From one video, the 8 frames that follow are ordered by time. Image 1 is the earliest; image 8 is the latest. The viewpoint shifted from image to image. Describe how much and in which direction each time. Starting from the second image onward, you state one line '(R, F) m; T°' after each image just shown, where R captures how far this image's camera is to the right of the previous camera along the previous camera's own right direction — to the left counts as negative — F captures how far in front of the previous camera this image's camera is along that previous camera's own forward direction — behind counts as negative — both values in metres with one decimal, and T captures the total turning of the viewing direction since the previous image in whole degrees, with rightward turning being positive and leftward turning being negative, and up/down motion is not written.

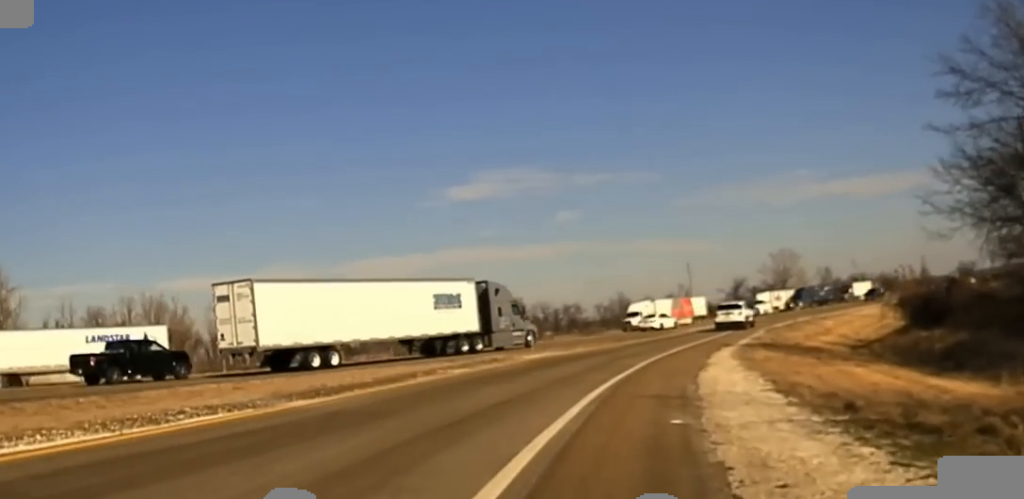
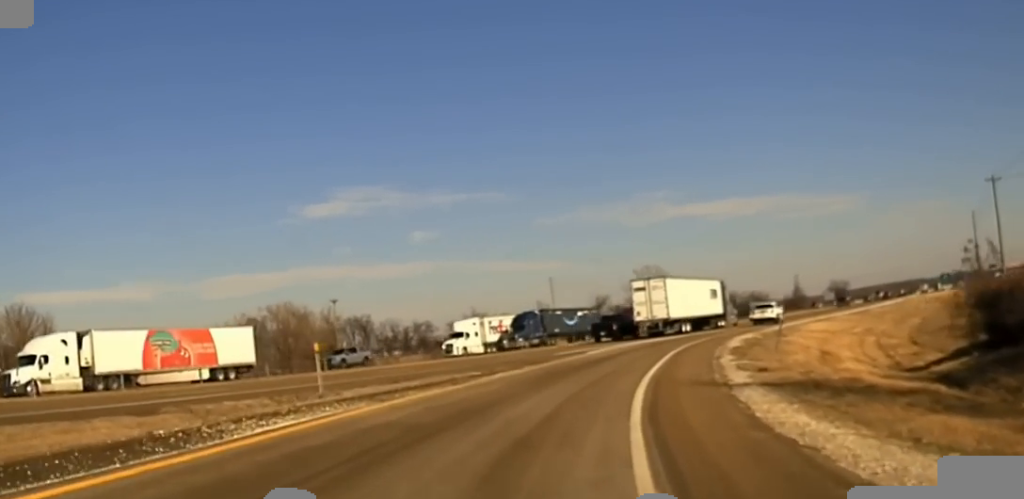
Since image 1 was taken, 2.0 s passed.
(+2.4, +27.3) m; +11°
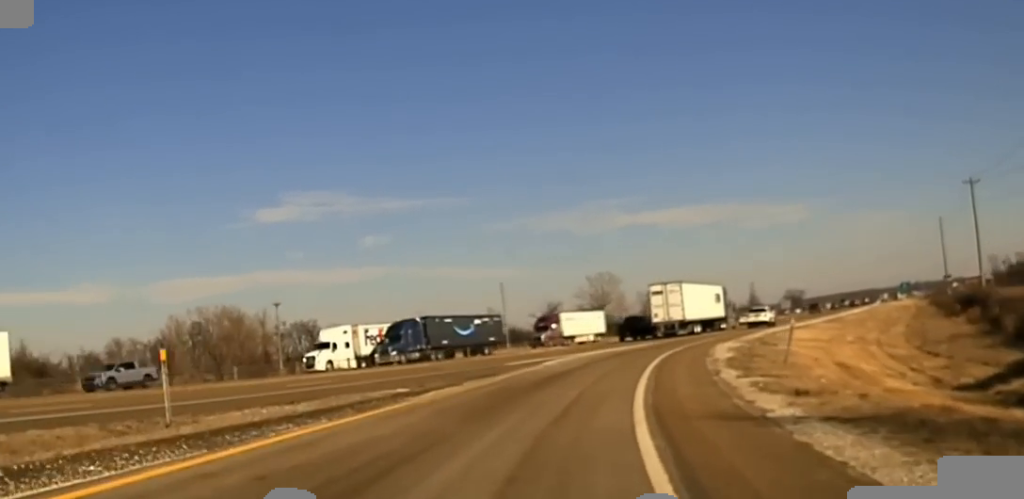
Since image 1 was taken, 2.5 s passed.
(+0.4, +9.5) m; +3°
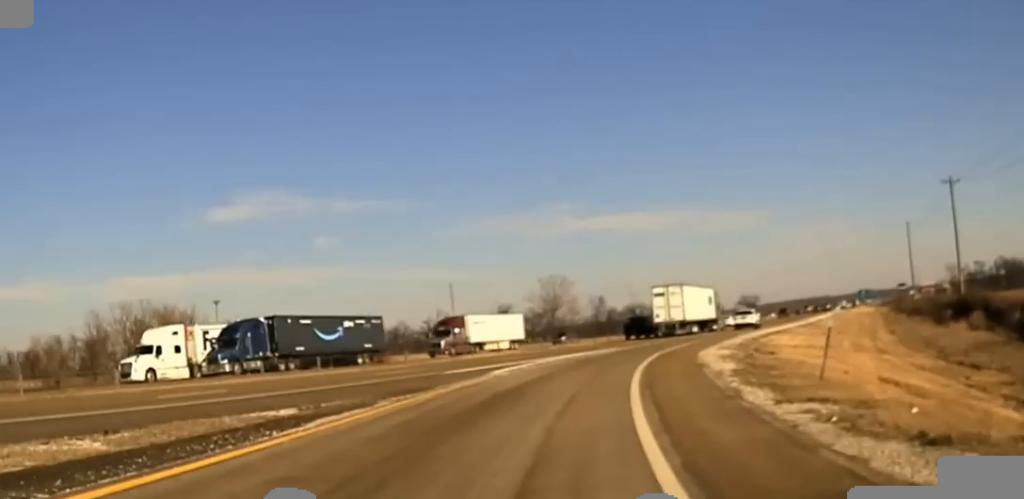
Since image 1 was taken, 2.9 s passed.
(+0.1, +9.5) m; +3°
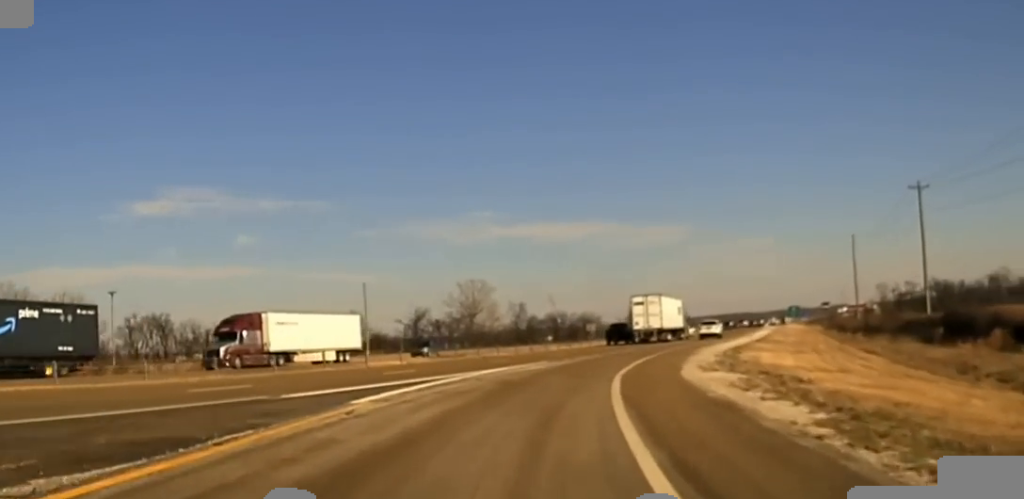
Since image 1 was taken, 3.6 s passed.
(+0.8, +18.3) m; +4°
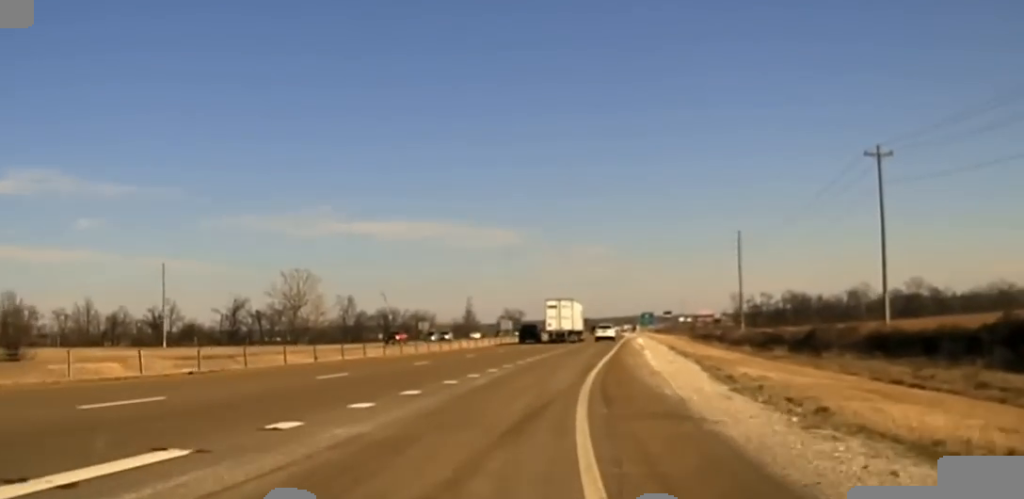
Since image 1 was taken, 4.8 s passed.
(+2.5, +35.5) m; +8°
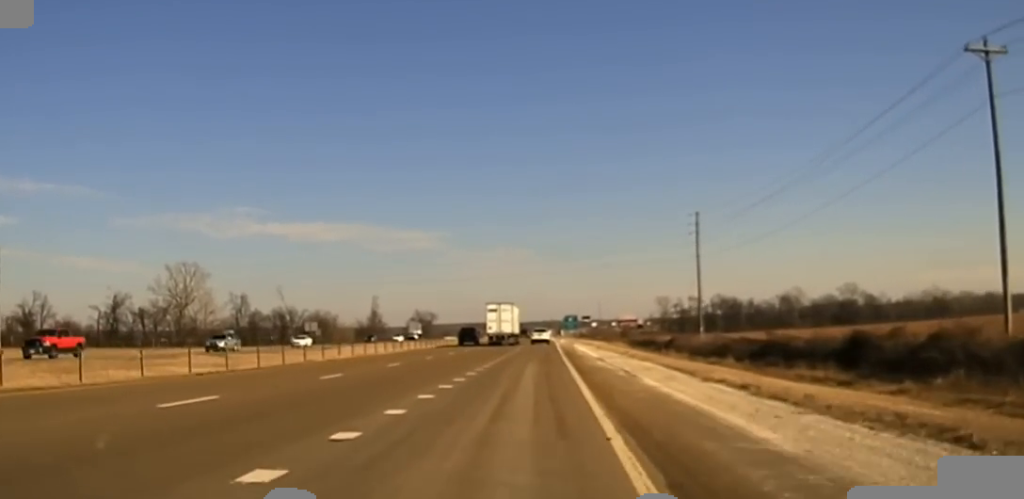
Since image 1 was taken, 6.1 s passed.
(+1.6, +35.1) m; +3°
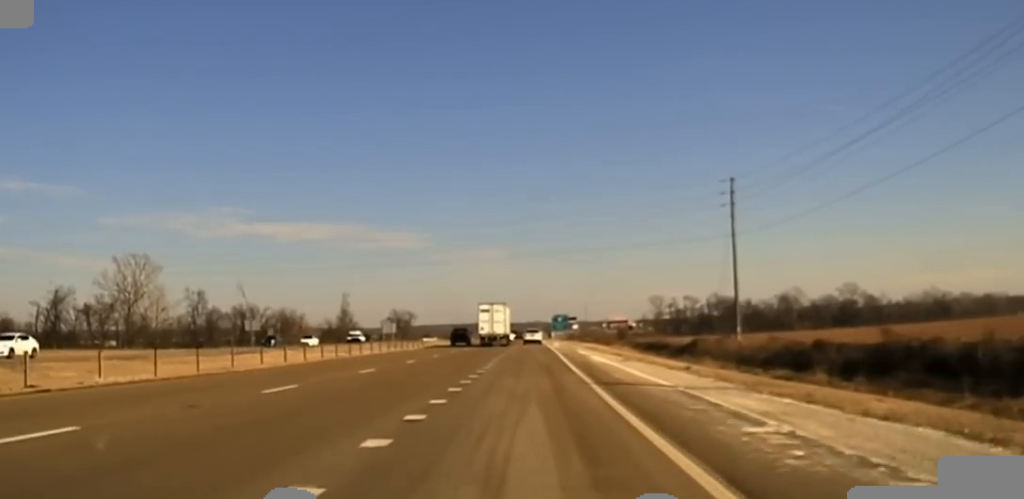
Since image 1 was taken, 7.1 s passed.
(-0.1, +26.3) m; 0°
